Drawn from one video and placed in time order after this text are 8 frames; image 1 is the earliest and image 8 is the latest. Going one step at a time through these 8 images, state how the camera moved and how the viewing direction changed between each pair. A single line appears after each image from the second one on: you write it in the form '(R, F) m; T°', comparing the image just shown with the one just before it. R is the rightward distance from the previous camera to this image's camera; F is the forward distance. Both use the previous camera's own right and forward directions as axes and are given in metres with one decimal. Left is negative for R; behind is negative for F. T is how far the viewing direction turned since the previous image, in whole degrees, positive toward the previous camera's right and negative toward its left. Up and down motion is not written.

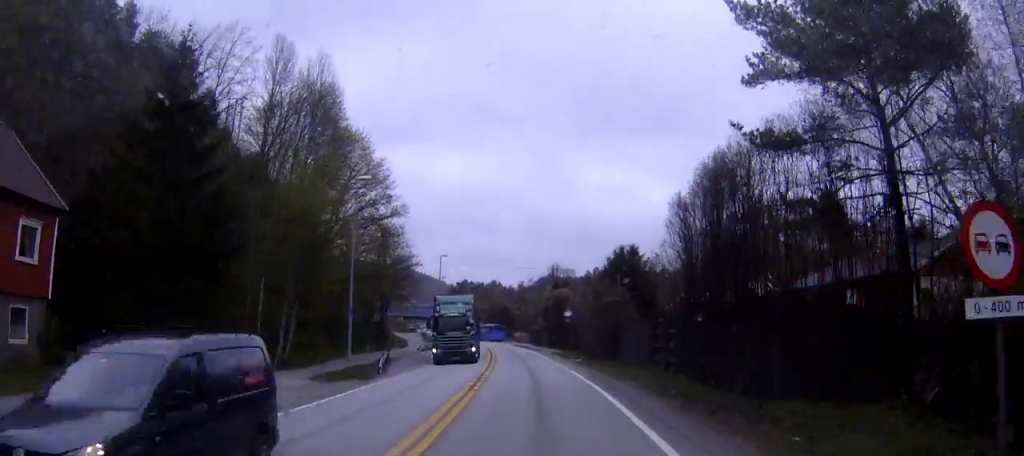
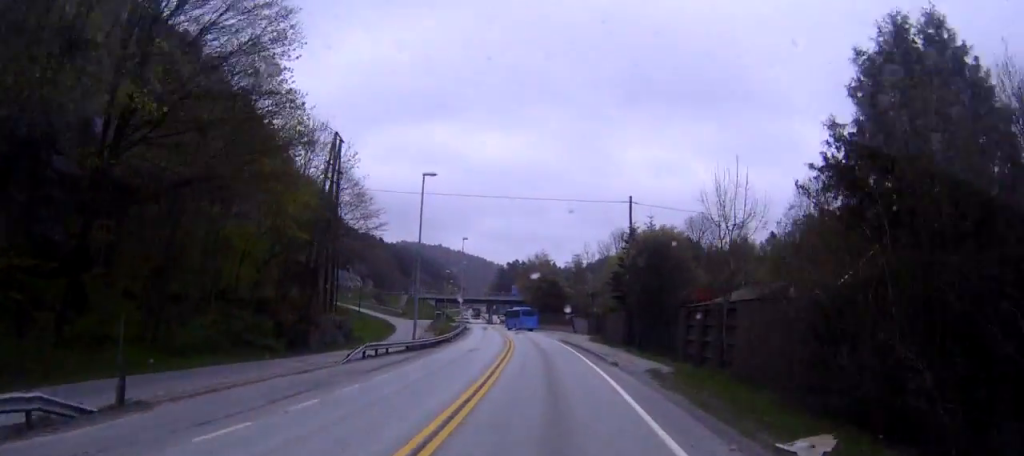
(-1.3, +38.0) m; -8°
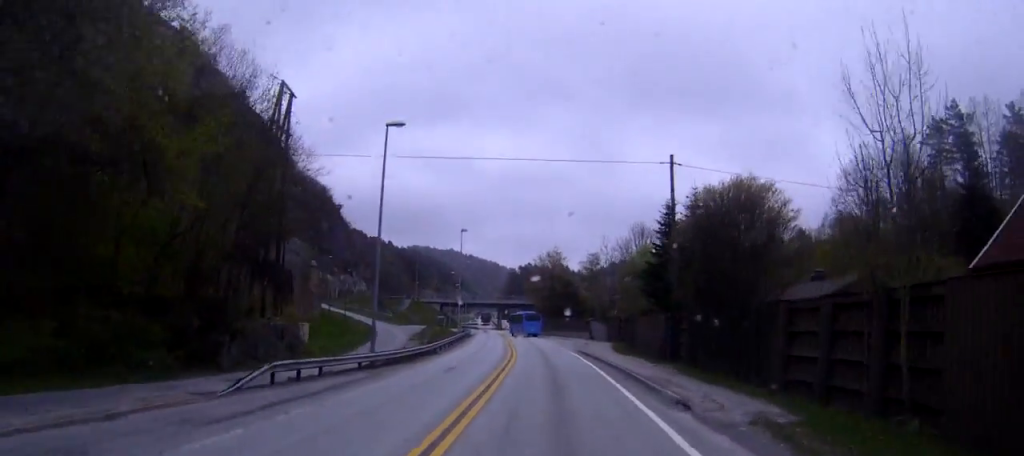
(-0.9, +12.7) m; -3°
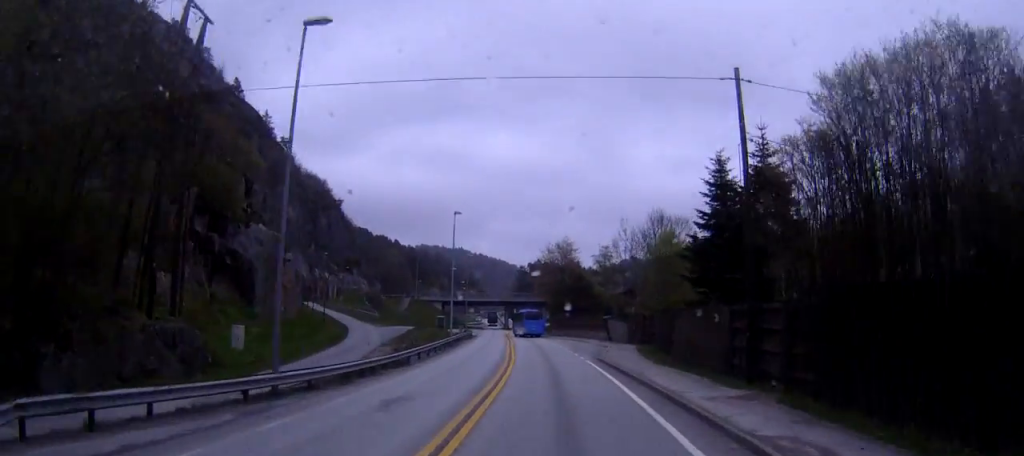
(-0.1, +12.0) m; 0°
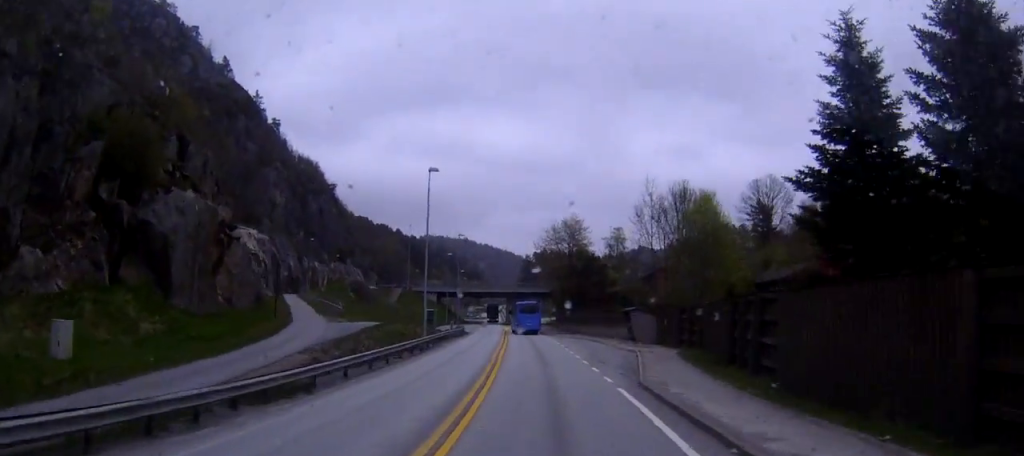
(+0.2, +15.2) m; +1°
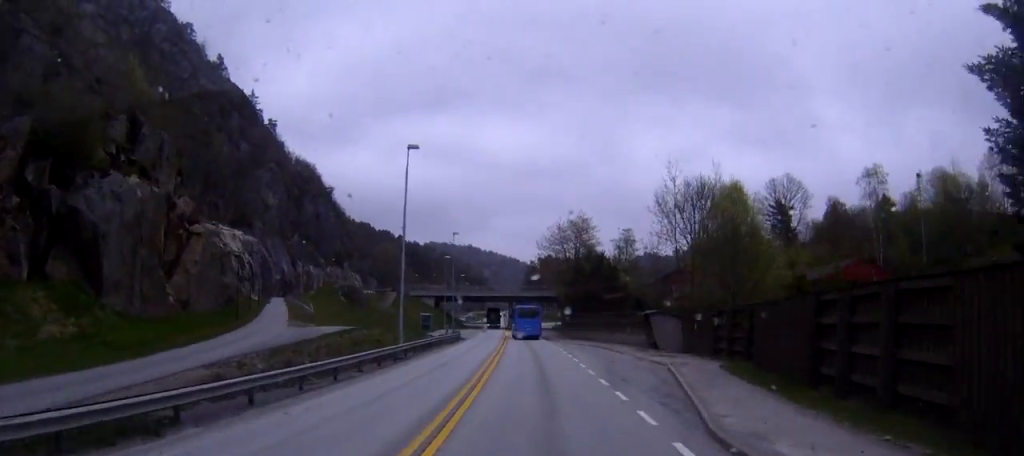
(+0.1, +8.6) m; 0°
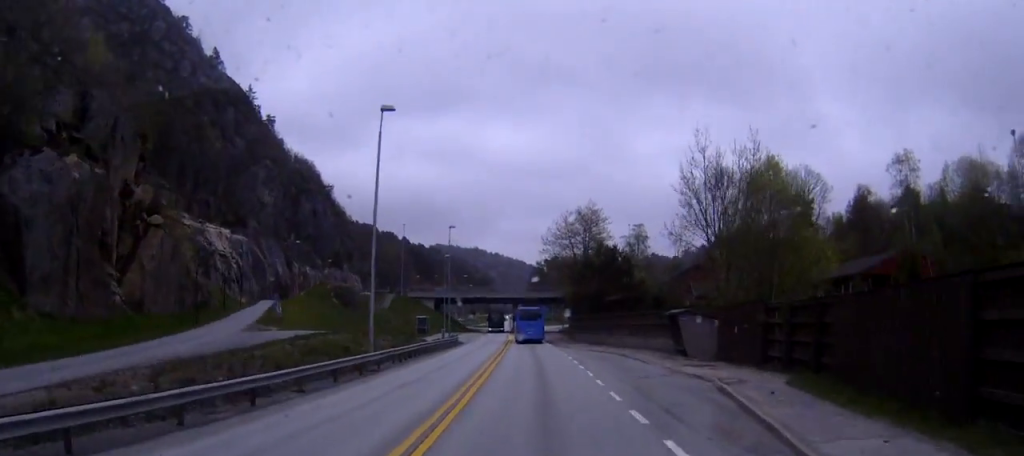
(-0.1, +7.6) m; -1°
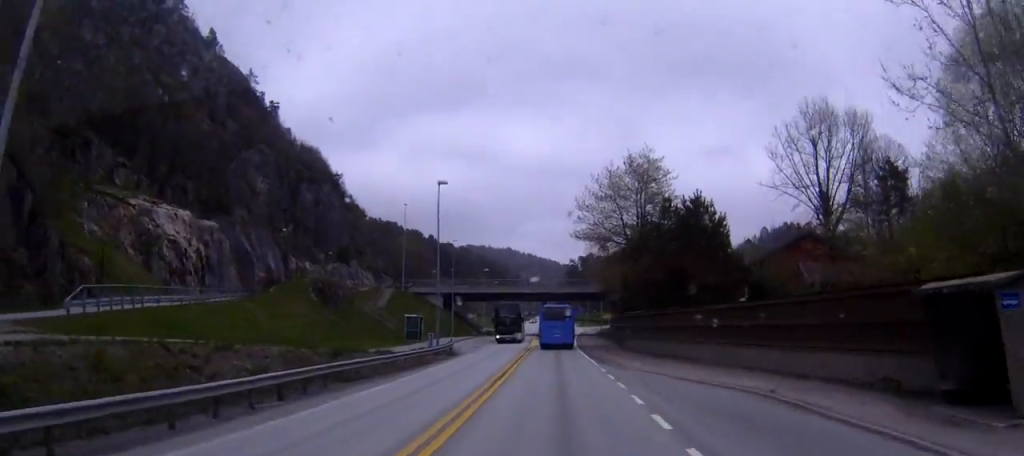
(-0.6, +24.6) m; -2°
